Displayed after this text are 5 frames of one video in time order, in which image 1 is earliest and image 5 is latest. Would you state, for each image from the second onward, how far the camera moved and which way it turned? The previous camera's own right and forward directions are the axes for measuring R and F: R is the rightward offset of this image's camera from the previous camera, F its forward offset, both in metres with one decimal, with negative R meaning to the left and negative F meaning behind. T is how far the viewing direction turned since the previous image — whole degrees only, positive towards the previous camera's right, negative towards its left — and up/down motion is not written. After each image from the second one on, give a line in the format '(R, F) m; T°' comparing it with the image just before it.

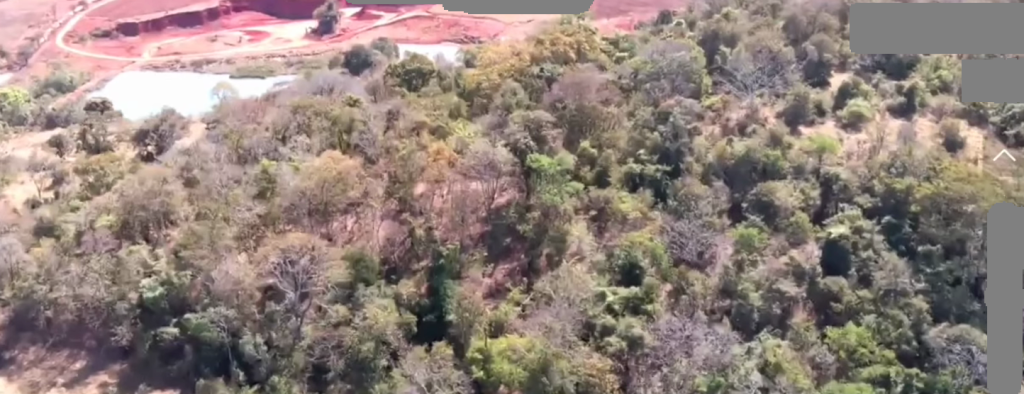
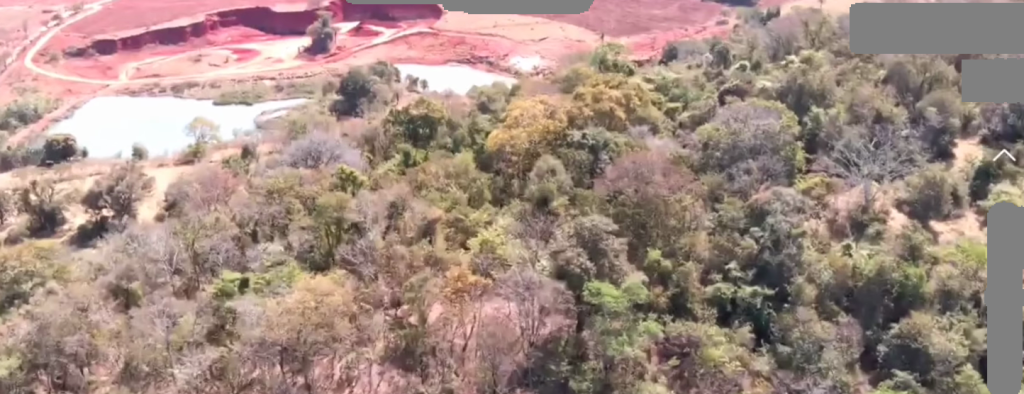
(+0.1, +50.6) m; 0°
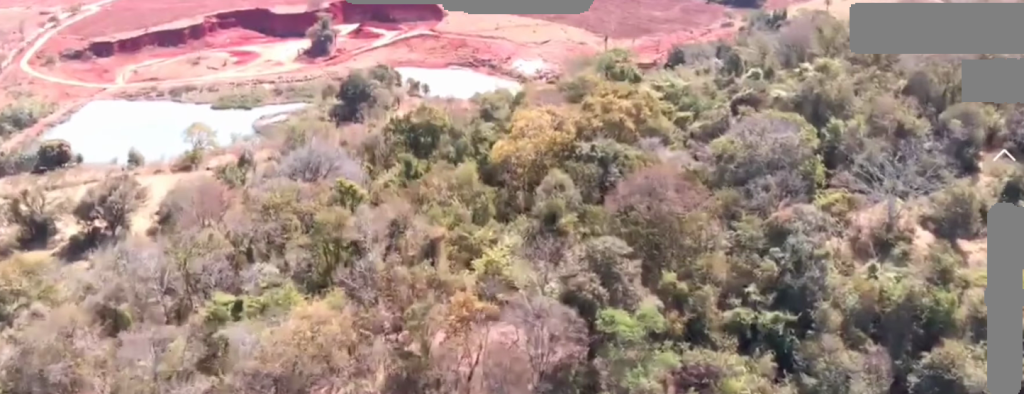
(0.0, +8.4) m; 0°
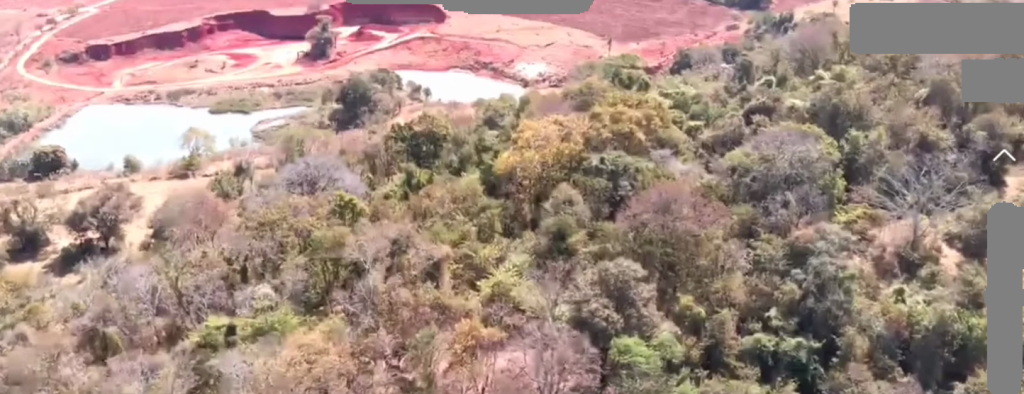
(0.0, +5.4) m; 0°
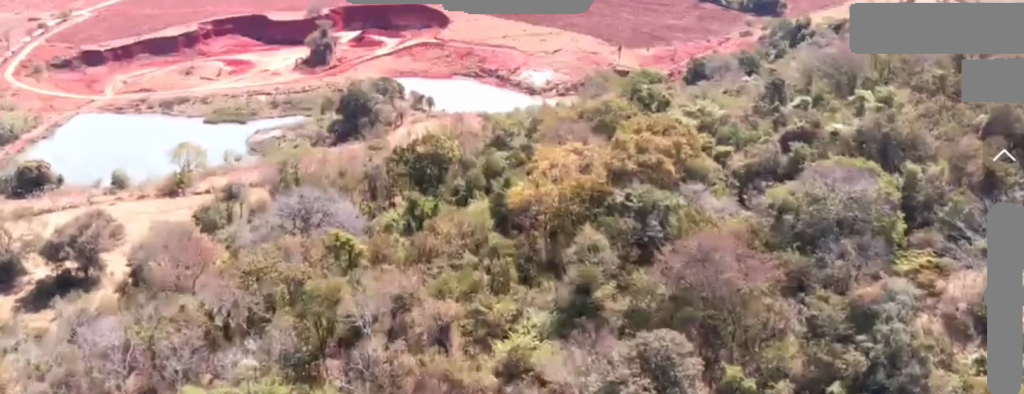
(+0.1, +18.8) m; 0°
